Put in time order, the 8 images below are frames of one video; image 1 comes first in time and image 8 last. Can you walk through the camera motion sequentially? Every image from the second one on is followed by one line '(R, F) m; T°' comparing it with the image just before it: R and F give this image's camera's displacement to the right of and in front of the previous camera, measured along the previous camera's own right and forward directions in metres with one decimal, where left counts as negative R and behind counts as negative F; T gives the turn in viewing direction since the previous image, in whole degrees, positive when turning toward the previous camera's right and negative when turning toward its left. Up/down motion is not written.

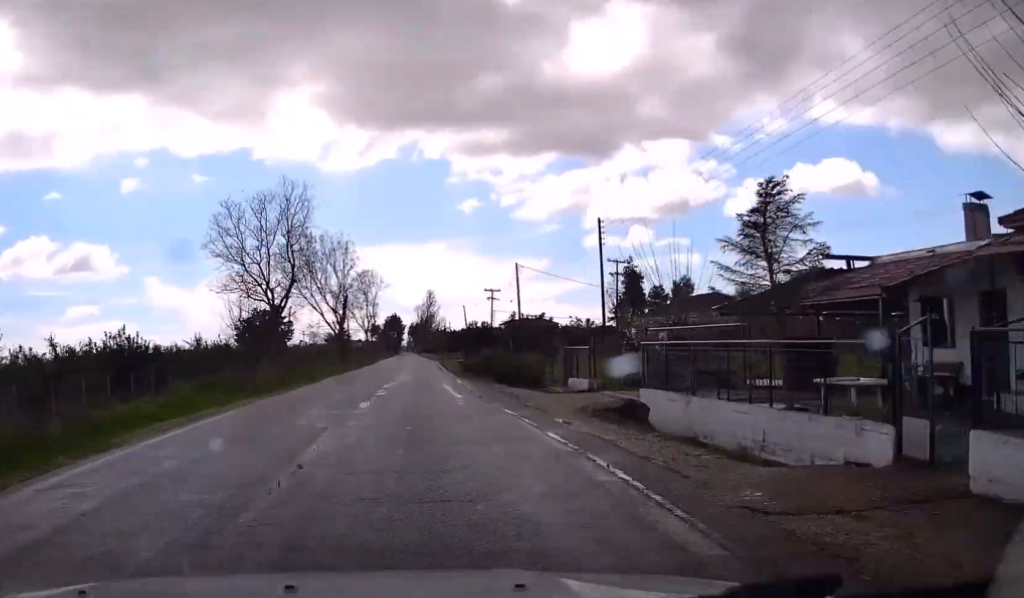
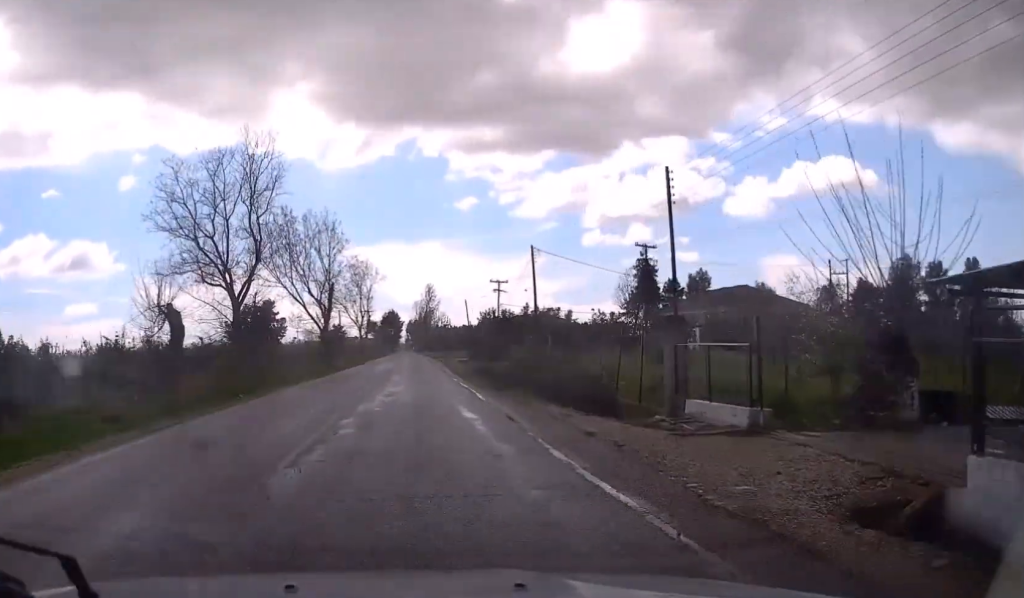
(0.0, +11.3) m; 0°
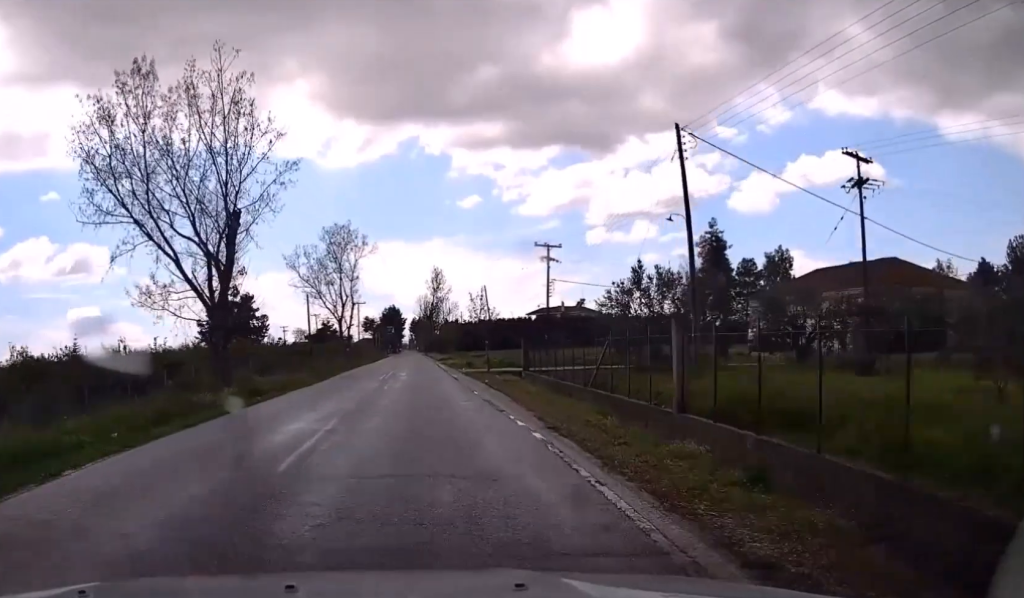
(-0.4, +36.8) m; -1°
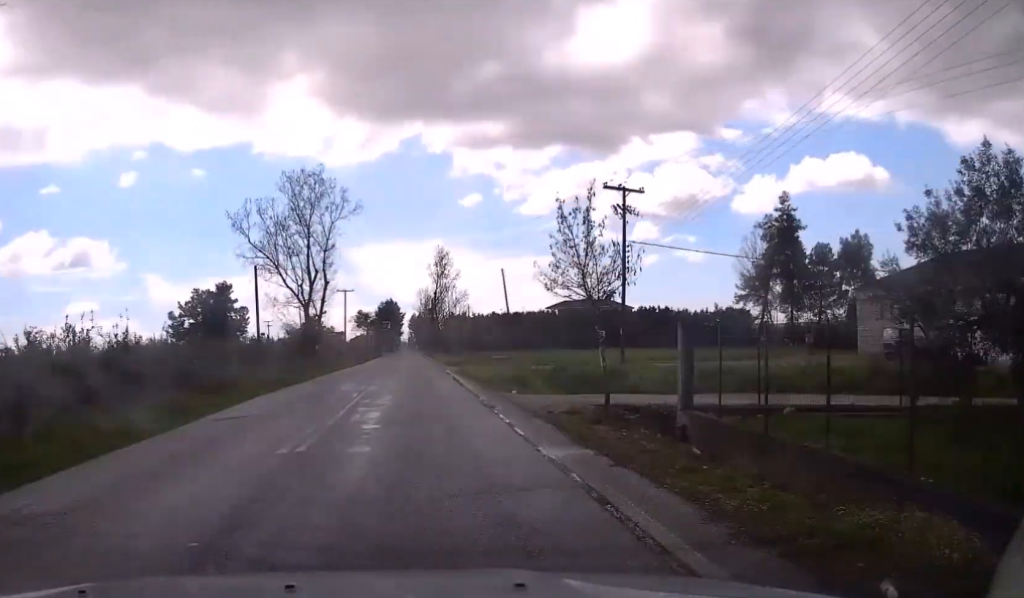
(-0.2, +25.3) m; 0°
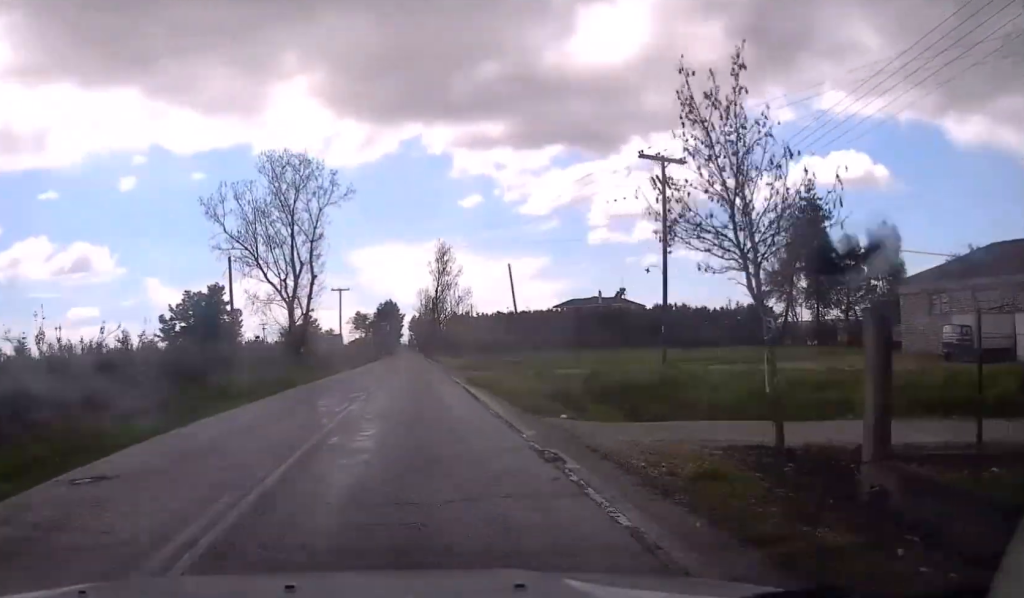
(0.0, +7.5) m; +1°
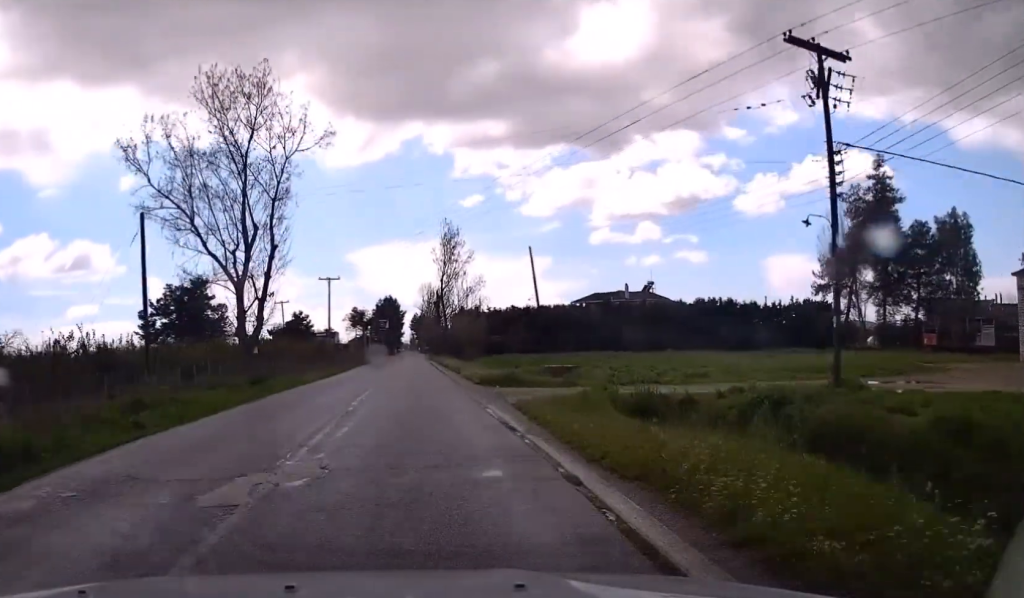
(+0.2, +15.5) m; +1°
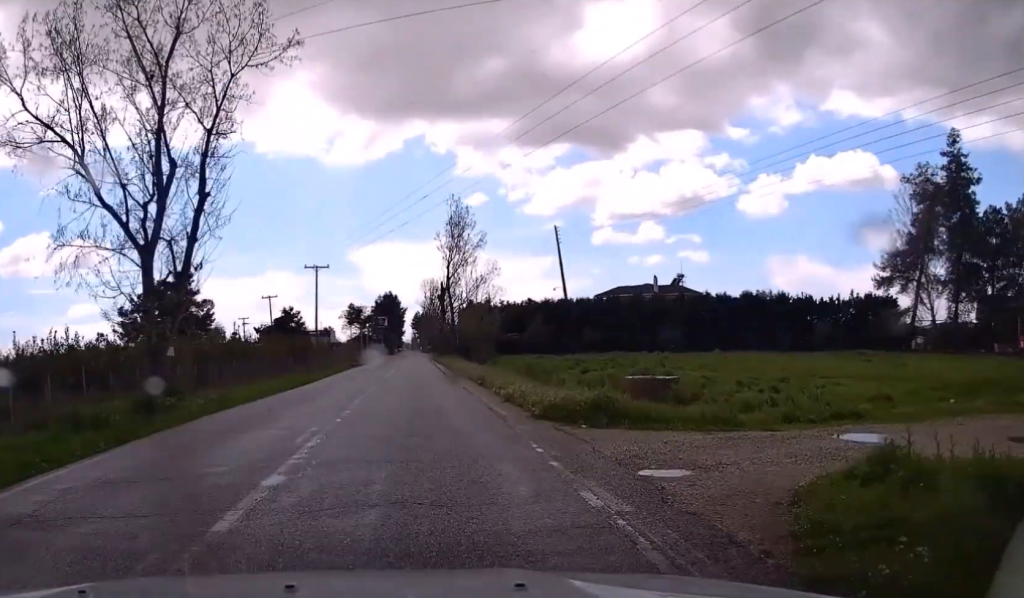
(0.0, +13.4) m; 0°
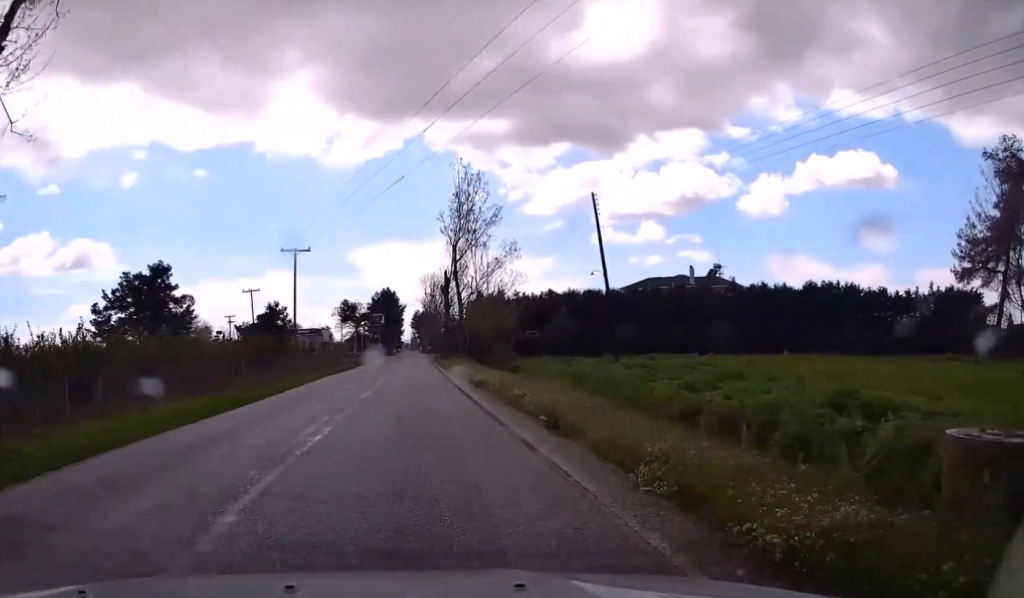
(-0.1, +13.3) m; 0°
